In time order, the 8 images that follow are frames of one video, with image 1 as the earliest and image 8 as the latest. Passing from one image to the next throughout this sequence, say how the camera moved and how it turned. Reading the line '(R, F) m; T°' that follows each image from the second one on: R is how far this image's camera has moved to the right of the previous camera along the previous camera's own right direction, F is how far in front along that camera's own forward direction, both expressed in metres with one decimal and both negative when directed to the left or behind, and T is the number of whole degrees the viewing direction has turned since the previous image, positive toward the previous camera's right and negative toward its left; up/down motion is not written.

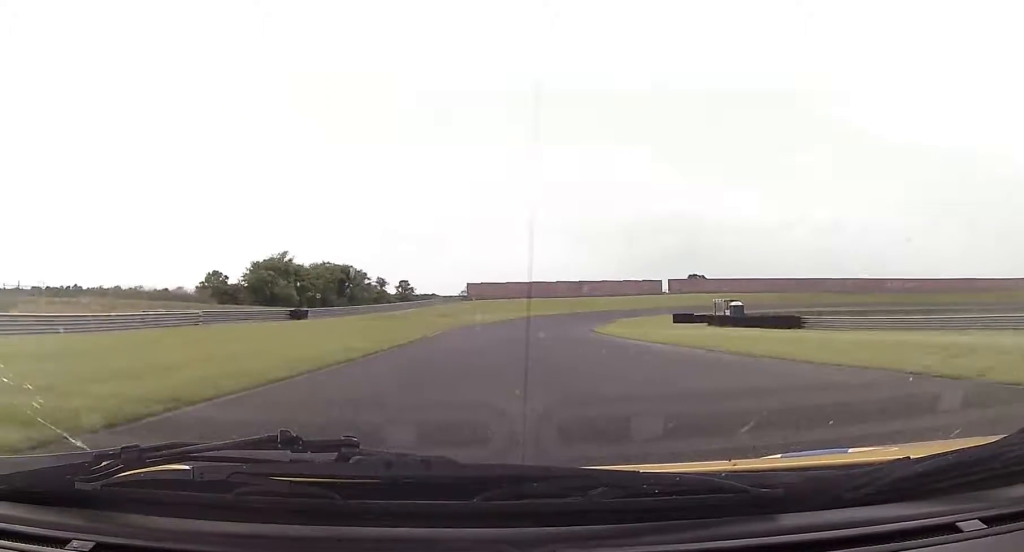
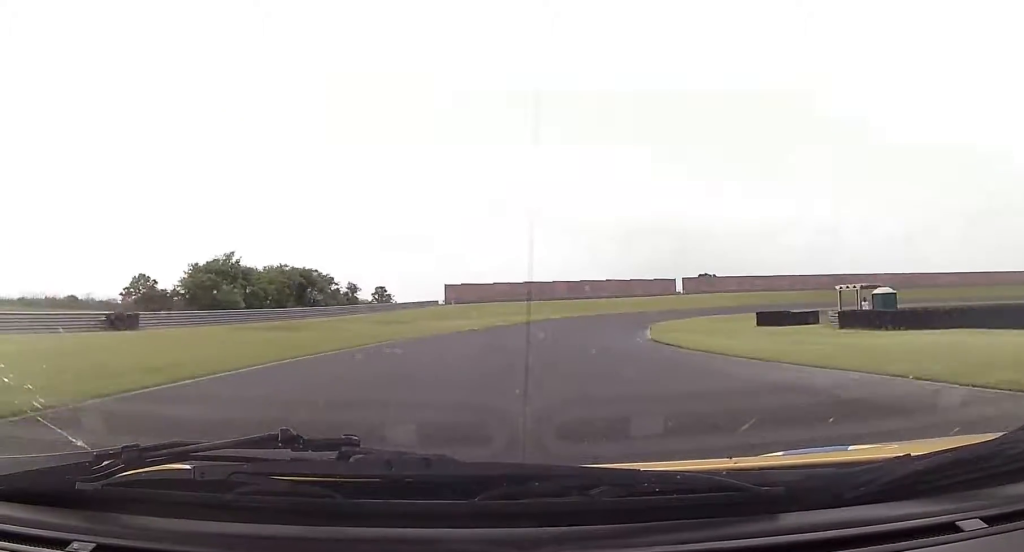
(-0.1, +30.3) m; +1°
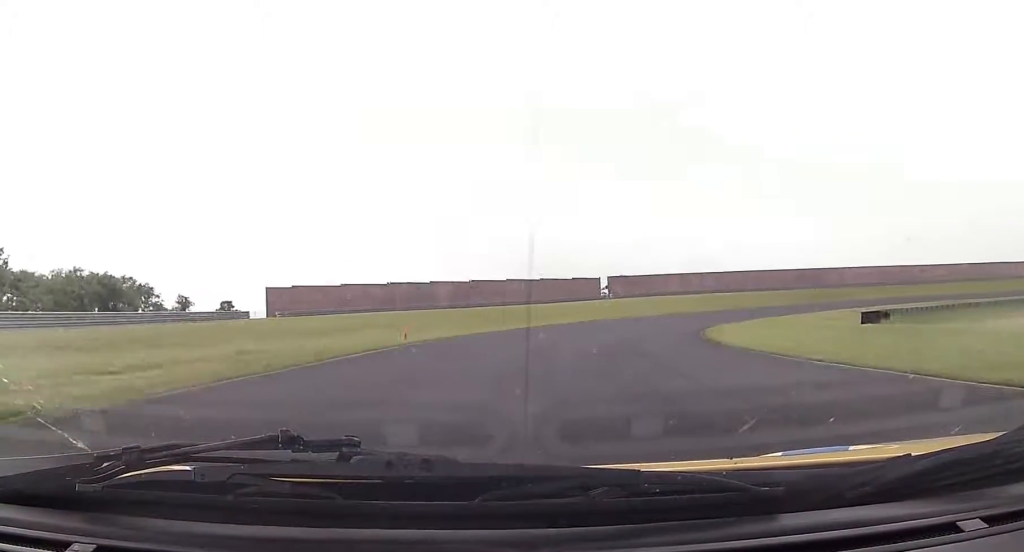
(+2.0, +48.4) m; +10°
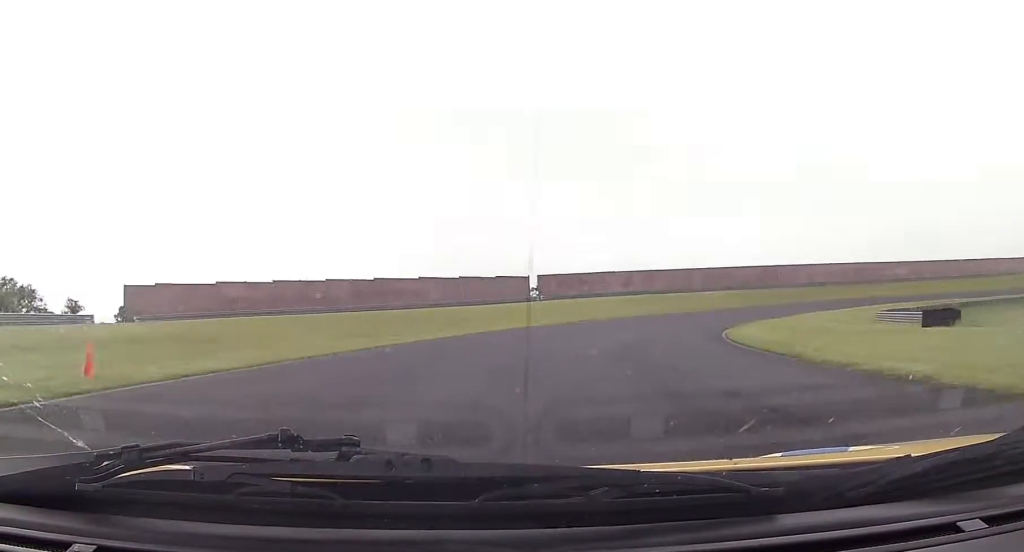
(+1.8, +18.0) m; +8°
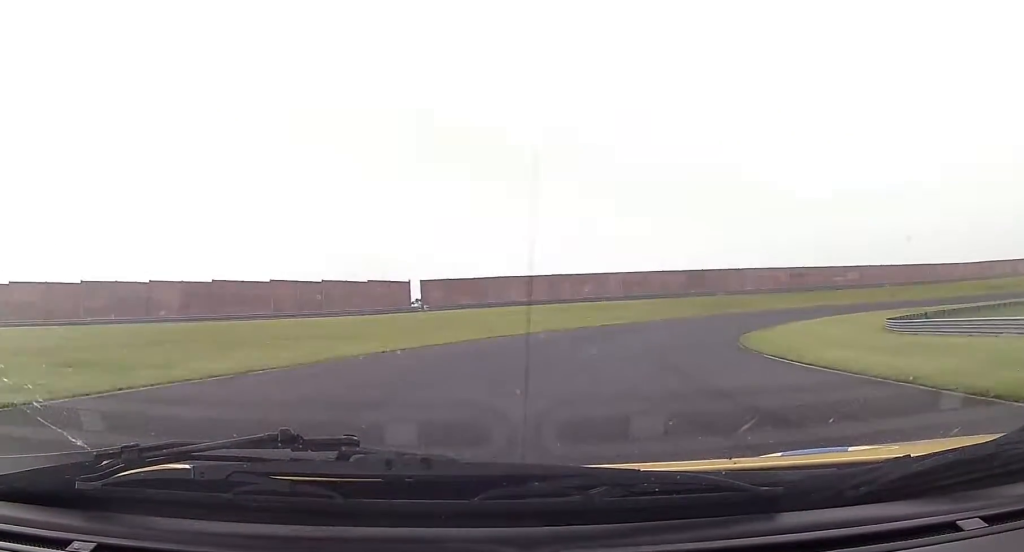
(+0.9, +19.8) m; +10°
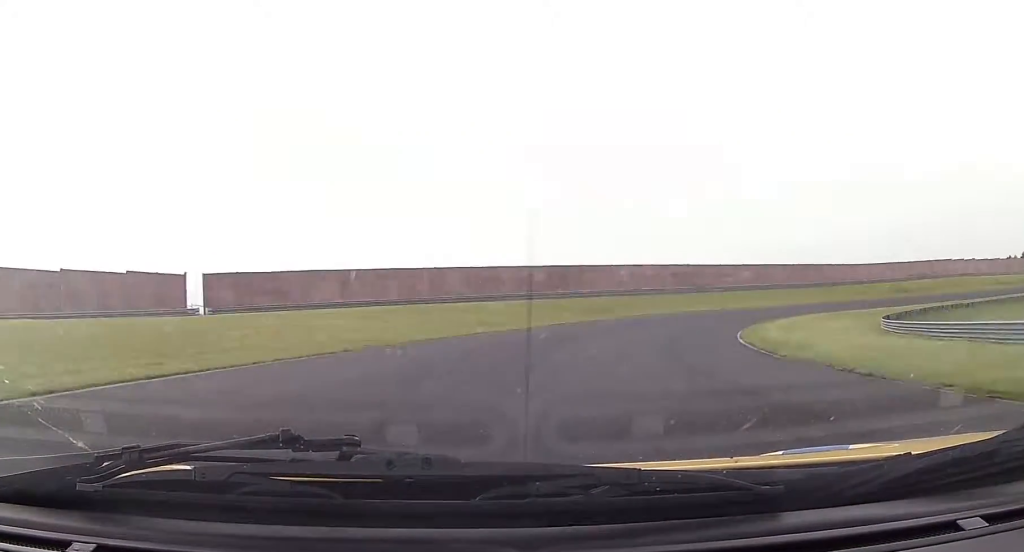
(+2.6, +23.6) m; +14°
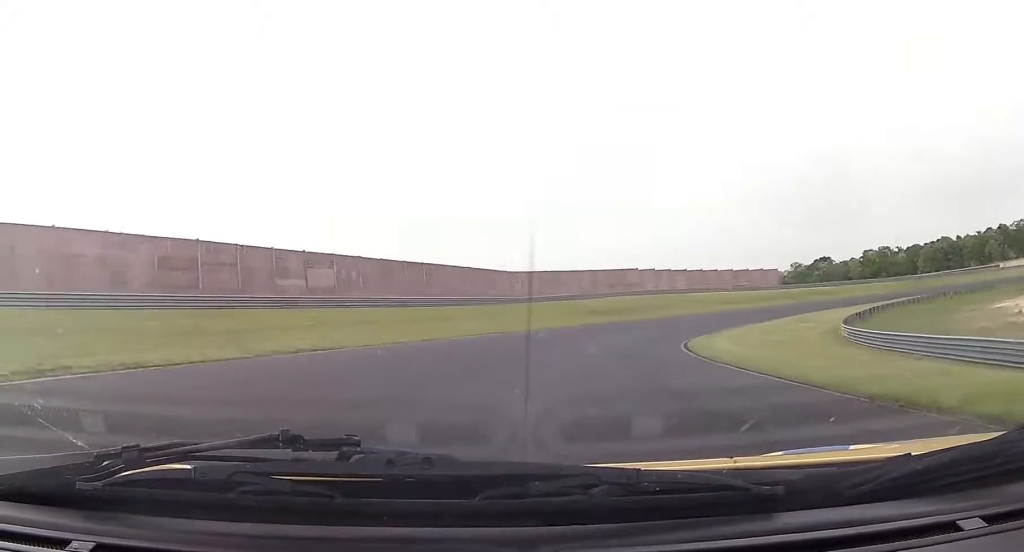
(+18.8, +57.3) m; +37°
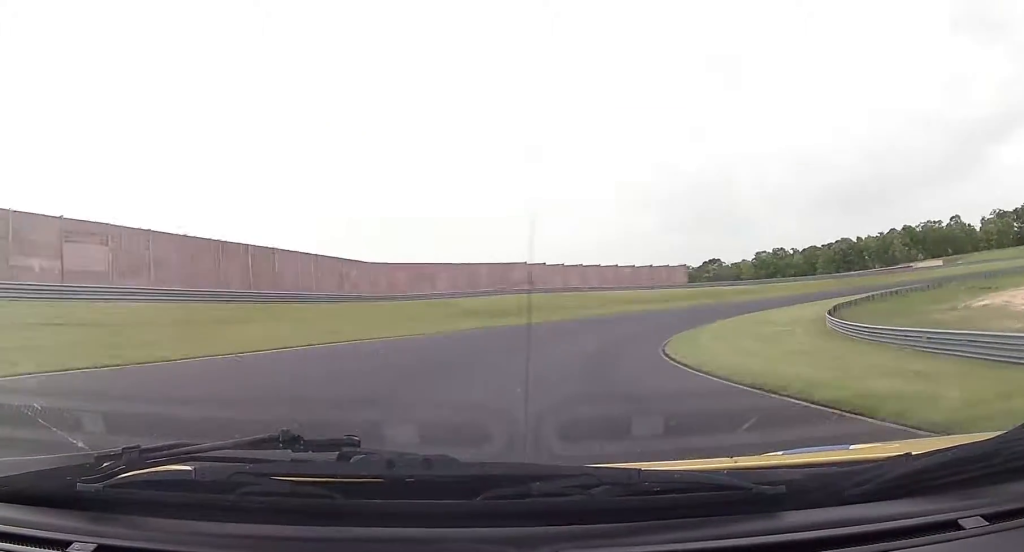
(+2.3, +17.8) m; +11°
